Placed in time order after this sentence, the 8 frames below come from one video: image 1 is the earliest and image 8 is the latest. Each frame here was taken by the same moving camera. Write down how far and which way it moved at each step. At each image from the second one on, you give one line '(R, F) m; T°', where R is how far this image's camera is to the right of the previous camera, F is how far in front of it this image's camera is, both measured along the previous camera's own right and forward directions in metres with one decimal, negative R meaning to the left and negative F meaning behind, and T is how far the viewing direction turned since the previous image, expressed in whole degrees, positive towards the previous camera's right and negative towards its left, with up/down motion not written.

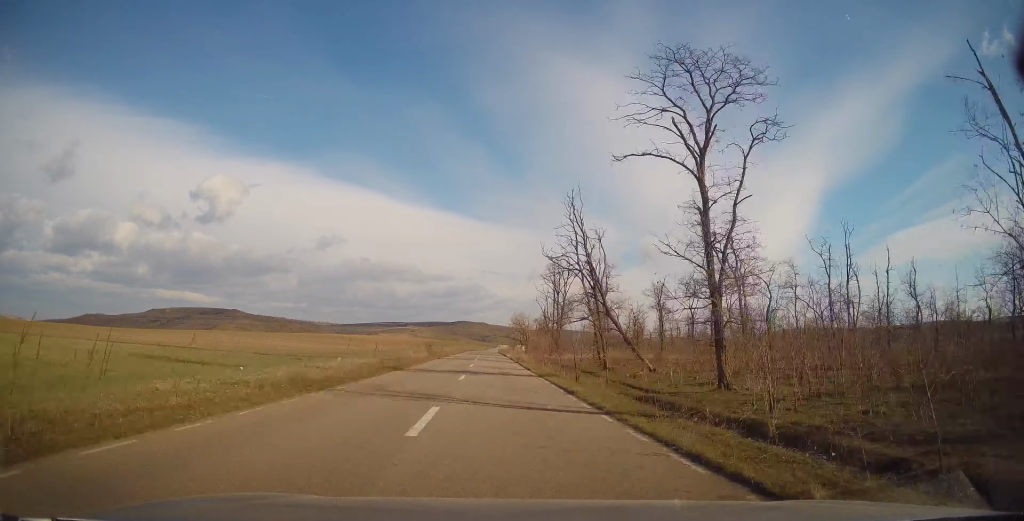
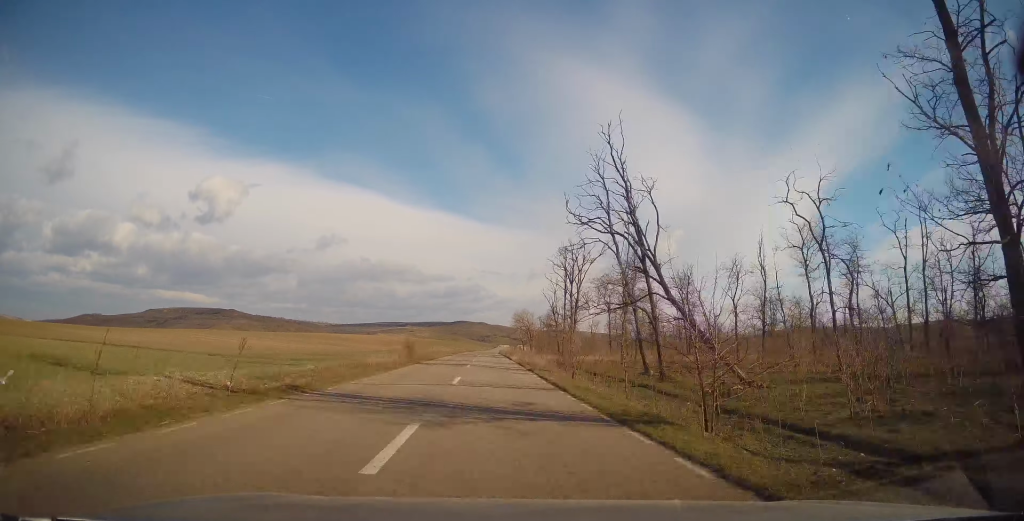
(0.0, +14.1) m; 0°
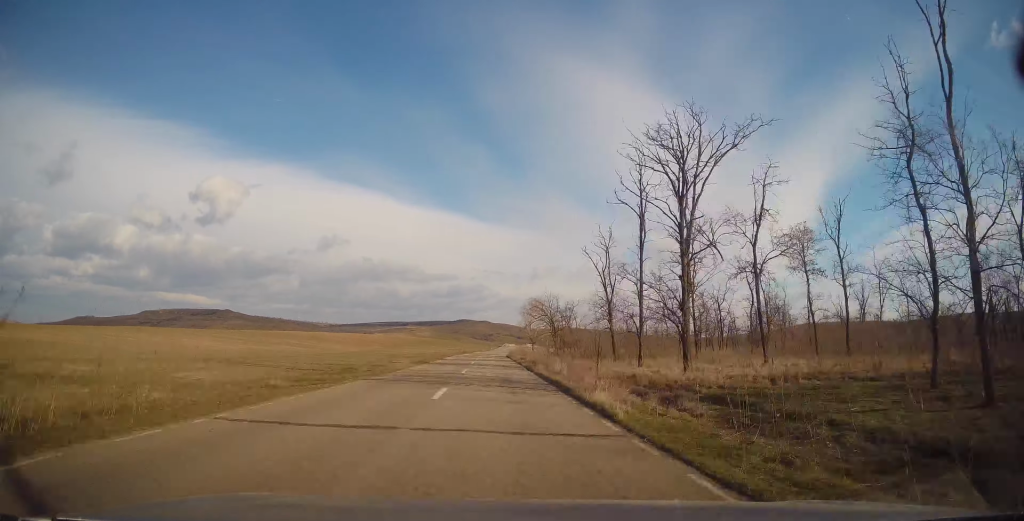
(-0.1, +40.2) m; -1°
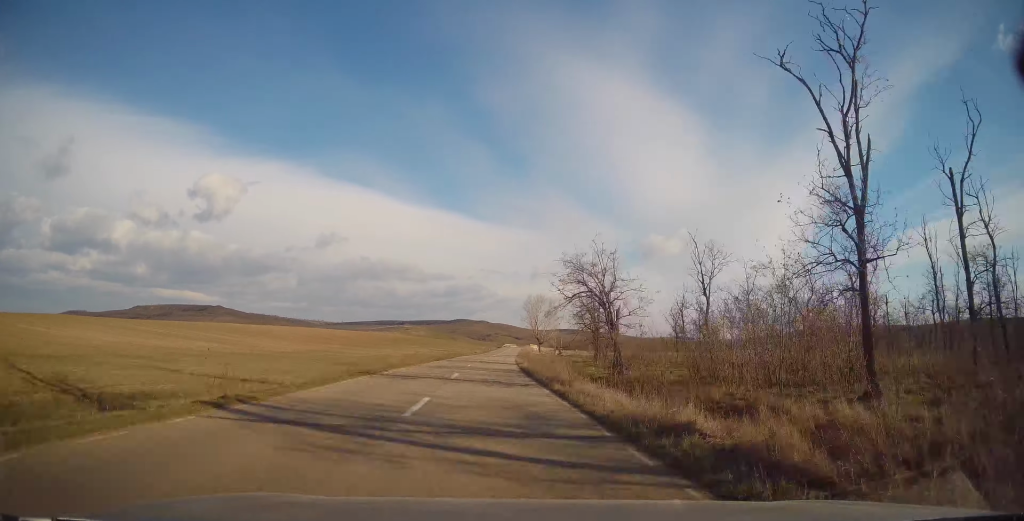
(-0.3, +39.2) m; 0°
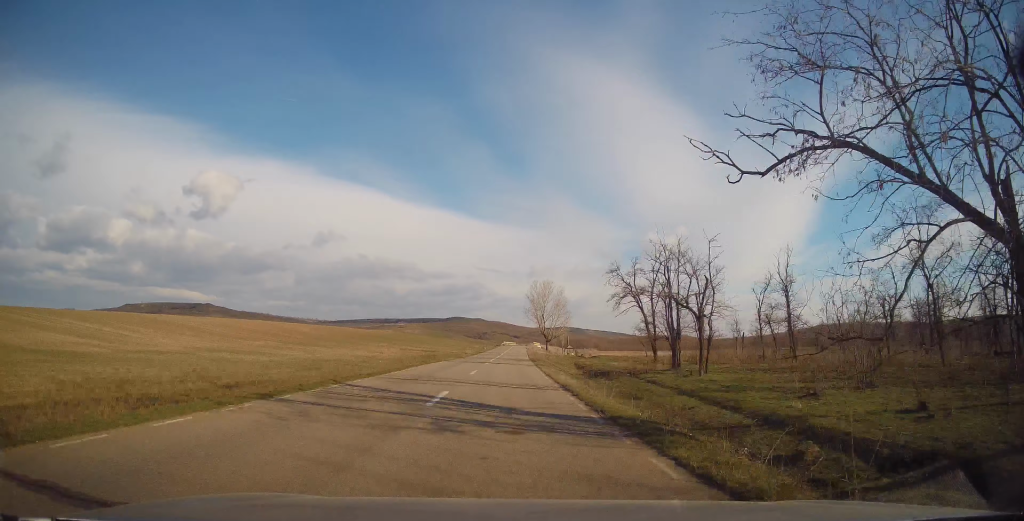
(+0.4, +34.1) m; +1°
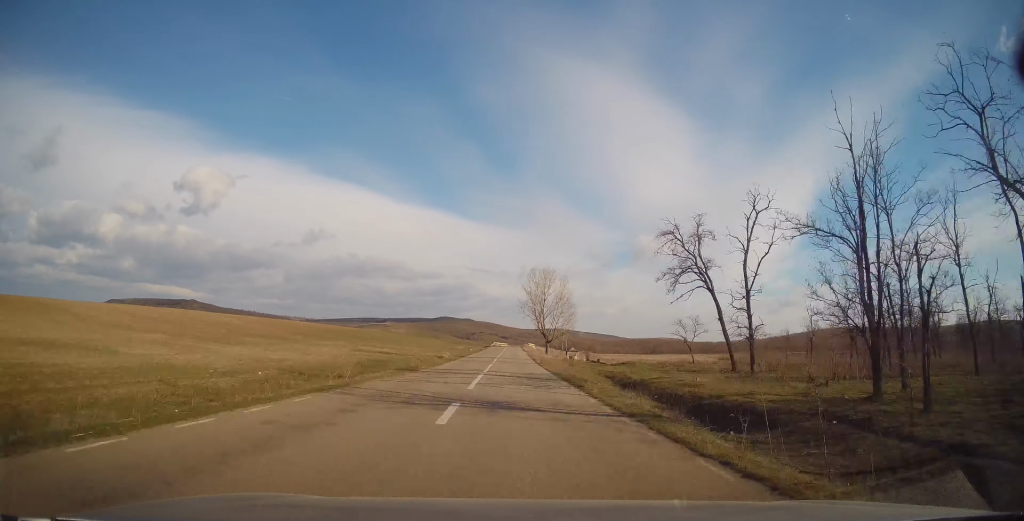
(0.0, +25.5) m; +1°
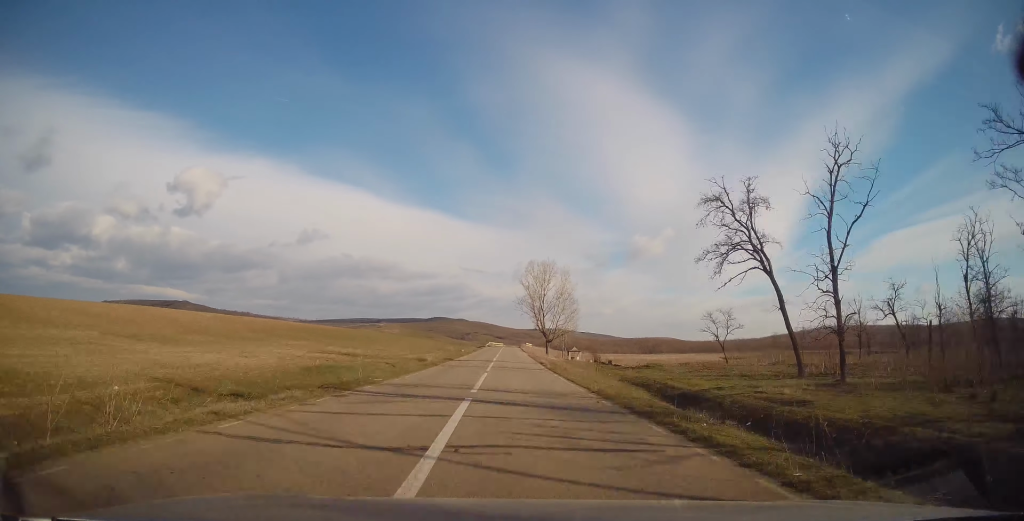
(-0.1, +11.1) m; 0°
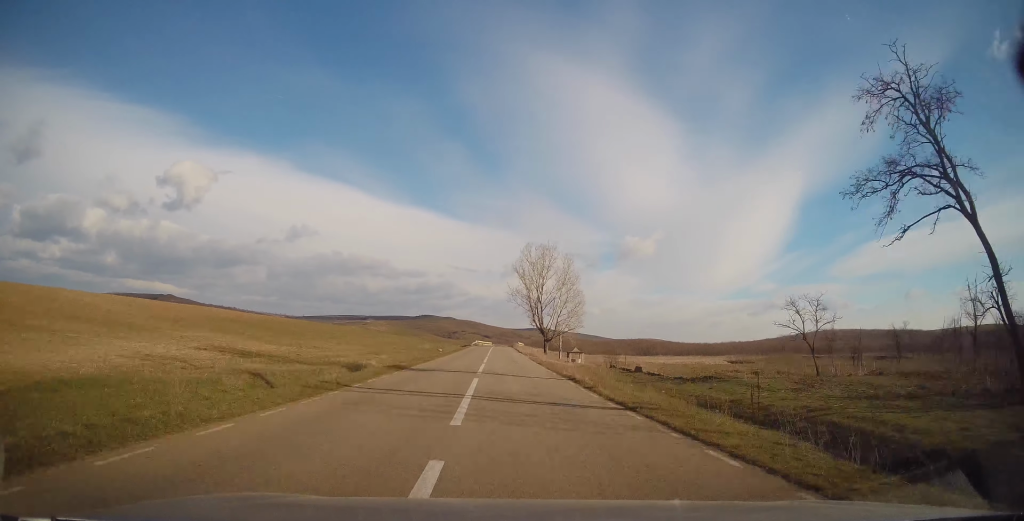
(+0.4, +18.2) m; +2°
